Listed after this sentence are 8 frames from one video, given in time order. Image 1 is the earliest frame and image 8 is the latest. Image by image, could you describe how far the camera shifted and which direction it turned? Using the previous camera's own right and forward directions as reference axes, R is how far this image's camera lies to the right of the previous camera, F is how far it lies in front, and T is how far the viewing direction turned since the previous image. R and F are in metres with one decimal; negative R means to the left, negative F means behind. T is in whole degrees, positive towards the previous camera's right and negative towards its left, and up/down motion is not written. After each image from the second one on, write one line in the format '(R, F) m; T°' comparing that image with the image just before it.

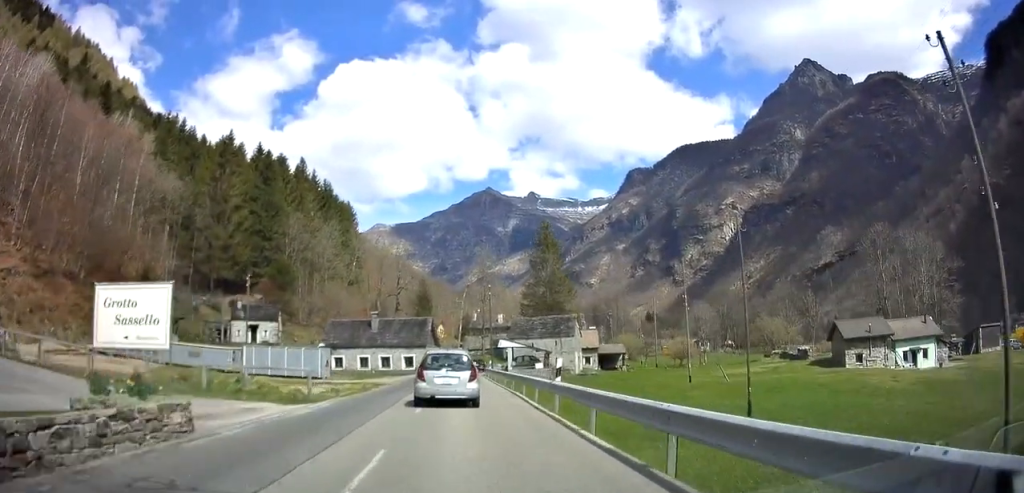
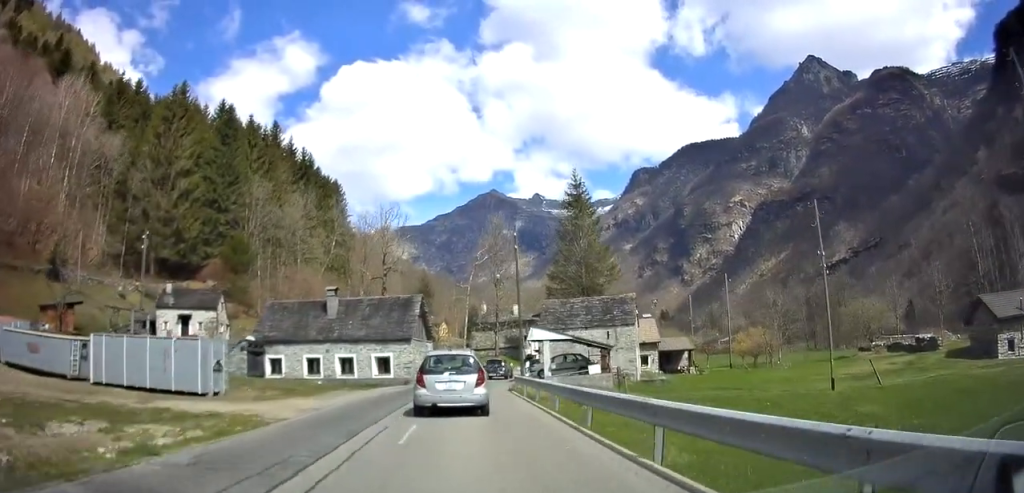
(+0.3, +23.2) m; +1°
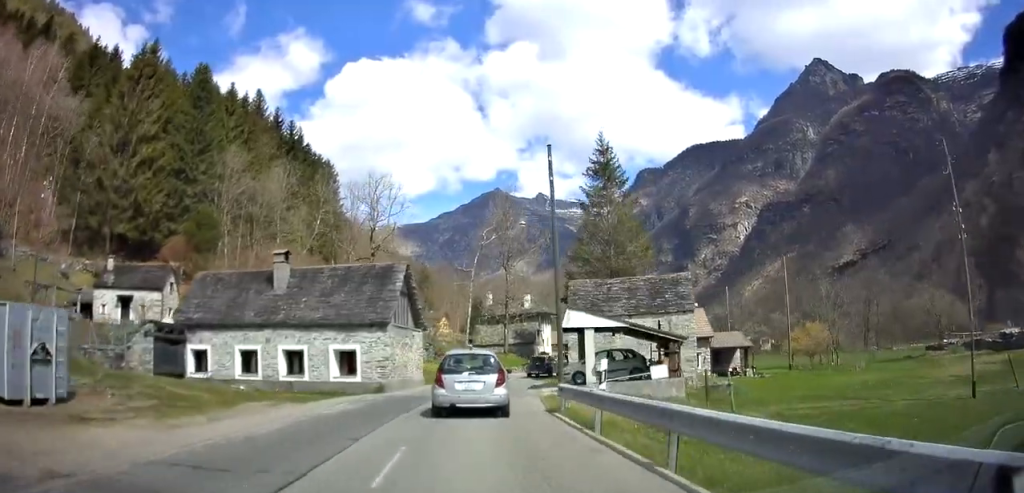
(-0.1, +12.6) m; -1°
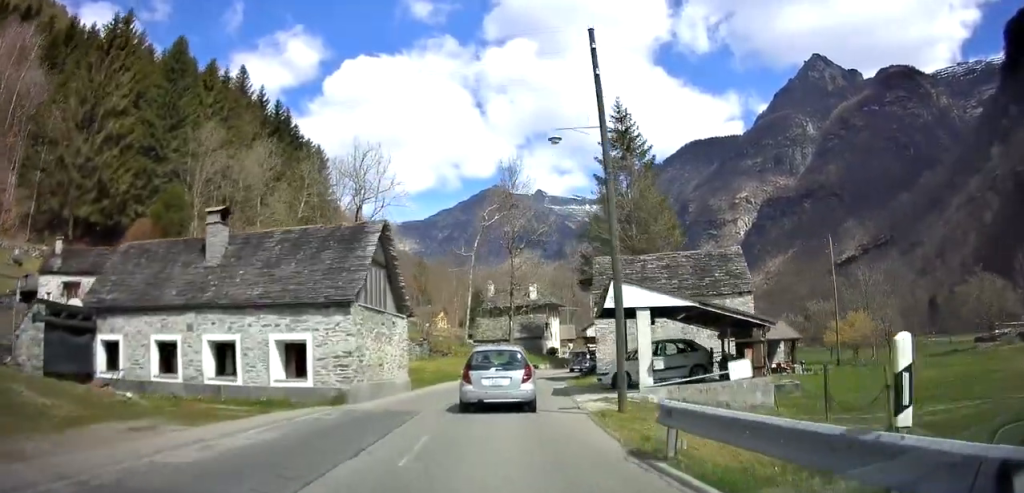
(0.0, +8.2) m; 0°
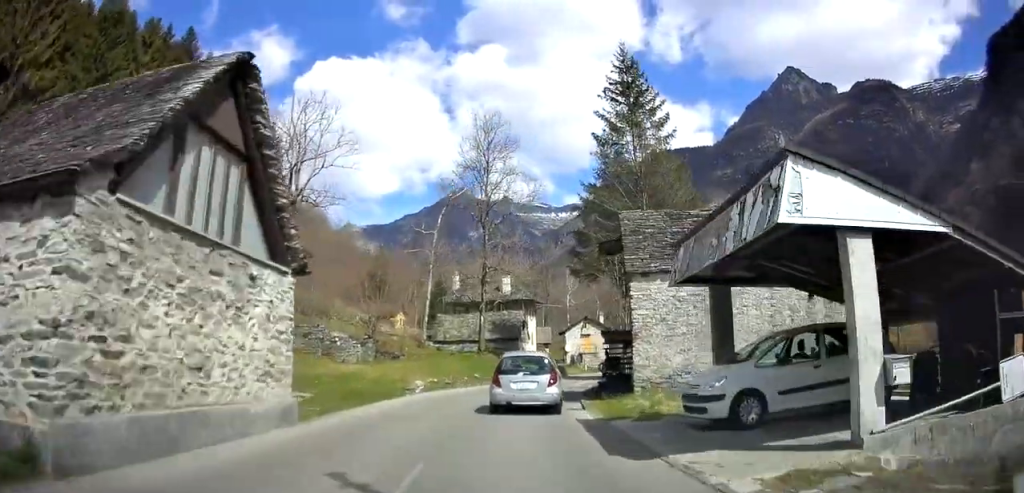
(+0.1, +12.1) m; +2°
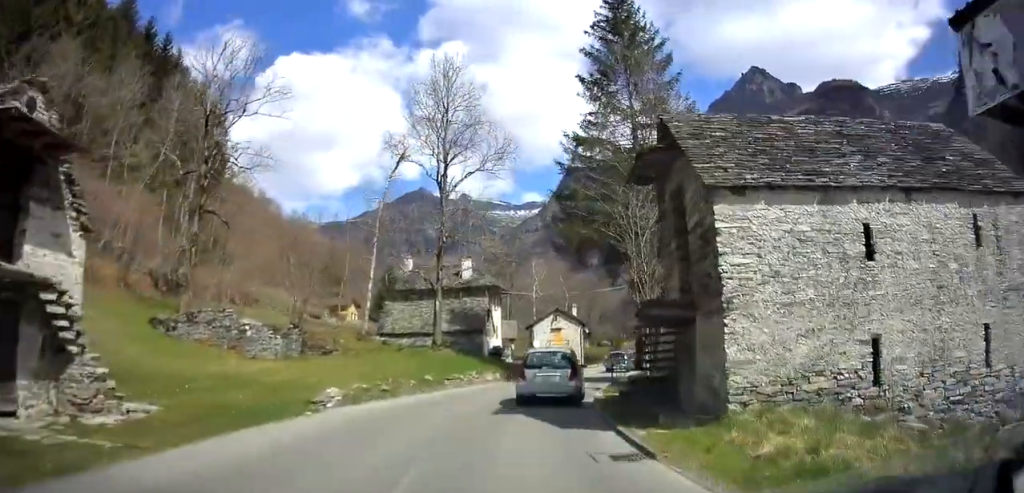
(+0.2, +9.3) m; +4°
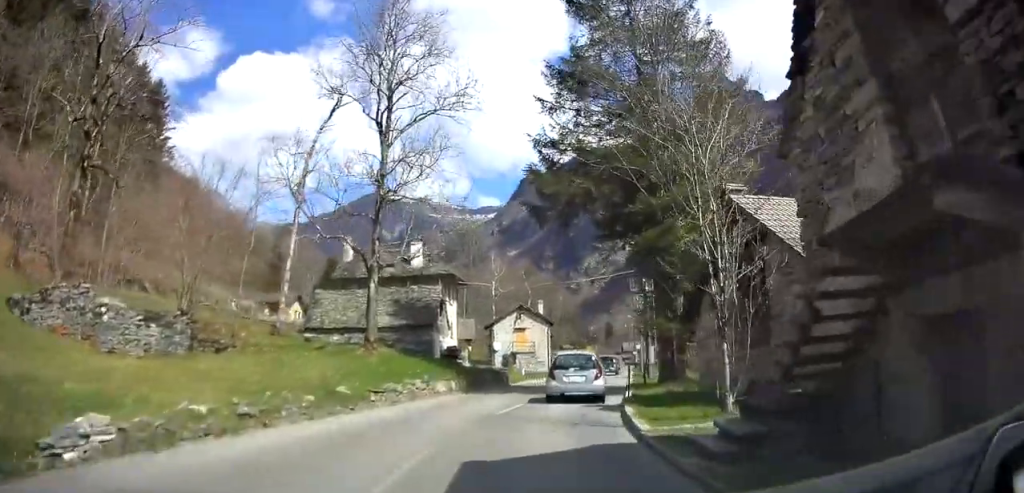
(+0.4, +9.2) m; +5°
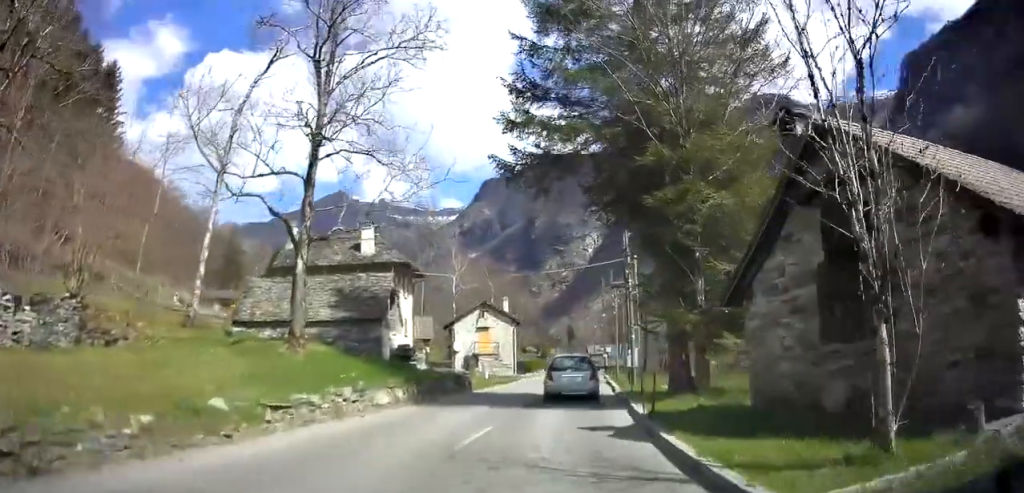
(+0.2, +5.5) m; +4°
